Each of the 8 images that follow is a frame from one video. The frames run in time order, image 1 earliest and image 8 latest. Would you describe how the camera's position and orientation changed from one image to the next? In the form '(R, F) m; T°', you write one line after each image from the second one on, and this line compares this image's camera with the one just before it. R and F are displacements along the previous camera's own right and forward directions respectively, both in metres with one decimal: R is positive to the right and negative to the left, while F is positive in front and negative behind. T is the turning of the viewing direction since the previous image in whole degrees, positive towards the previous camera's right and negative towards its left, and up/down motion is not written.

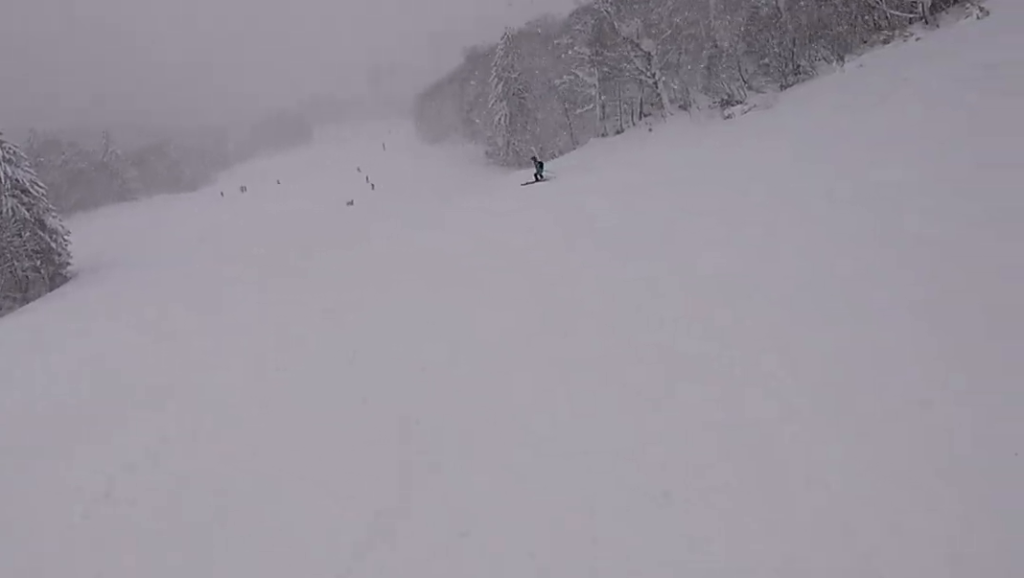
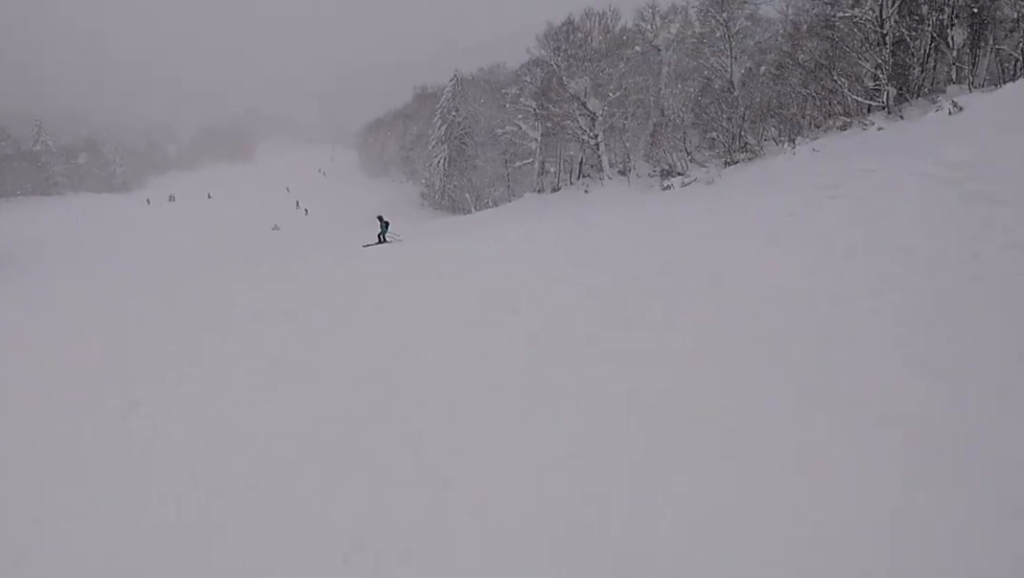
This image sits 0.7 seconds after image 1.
(+0.3, +3.6) m; +4°
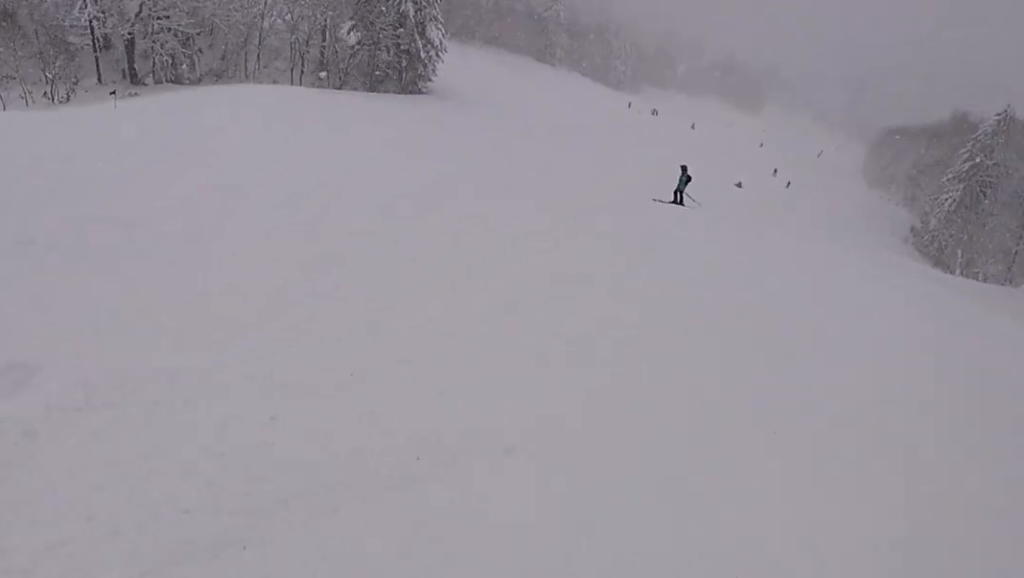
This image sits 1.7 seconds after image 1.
(0.0, +5.7) m; -16°
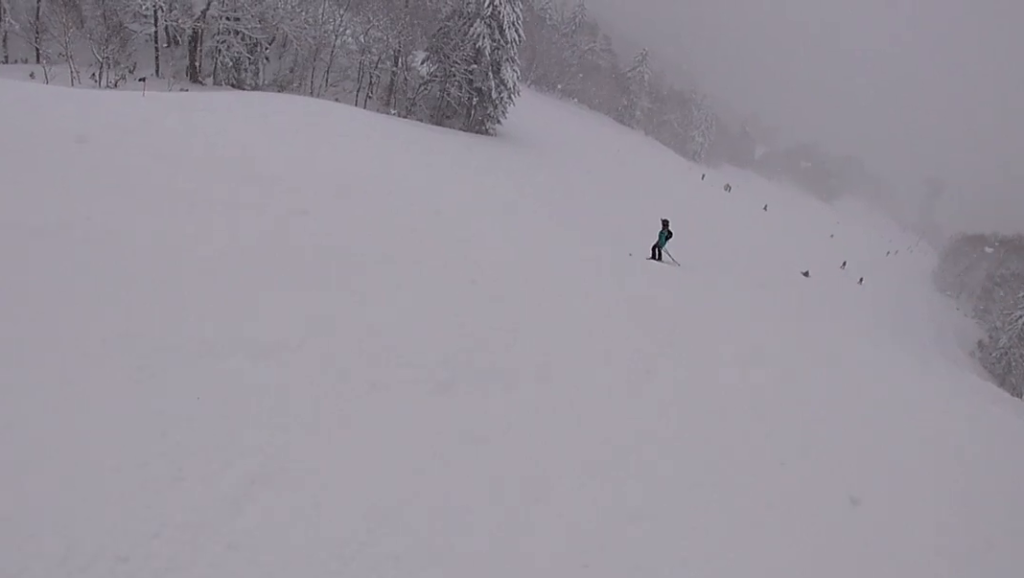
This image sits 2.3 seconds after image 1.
(+0.7, +2.9) m; -19°
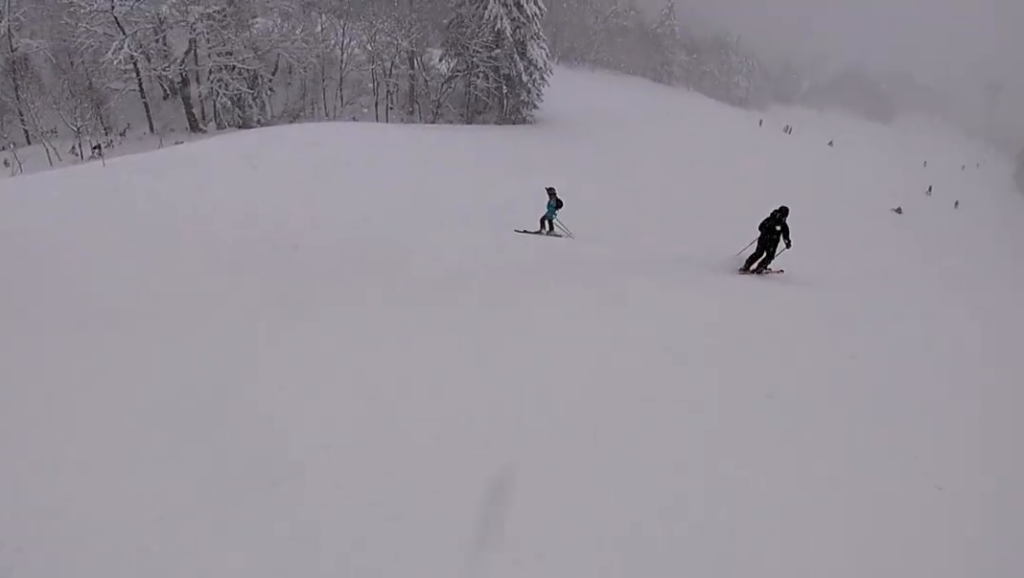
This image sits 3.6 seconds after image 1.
(-2.9, +5.6) m; -7°
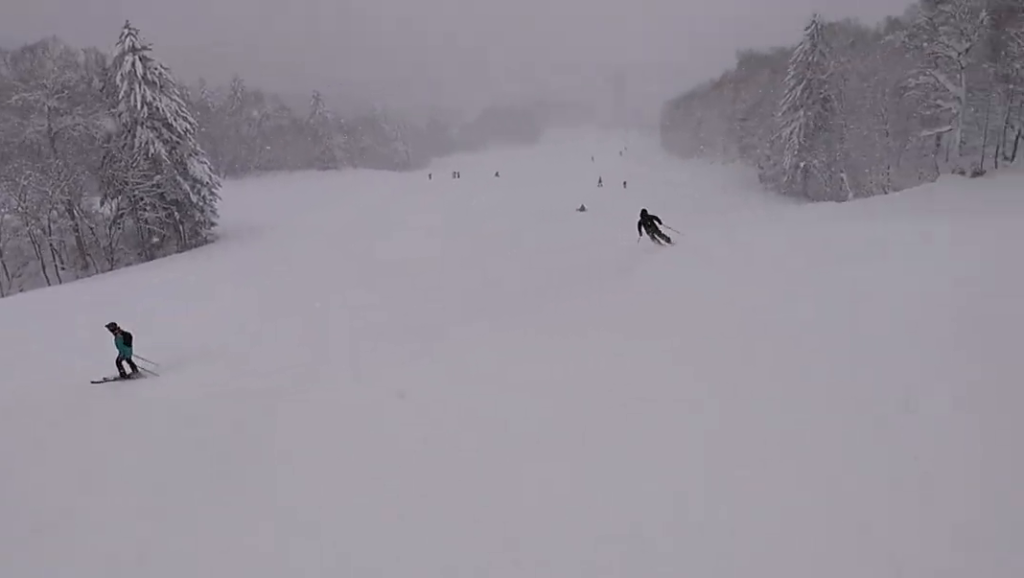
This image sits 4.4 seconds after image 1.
(+0.8, +3.8) m; +27°
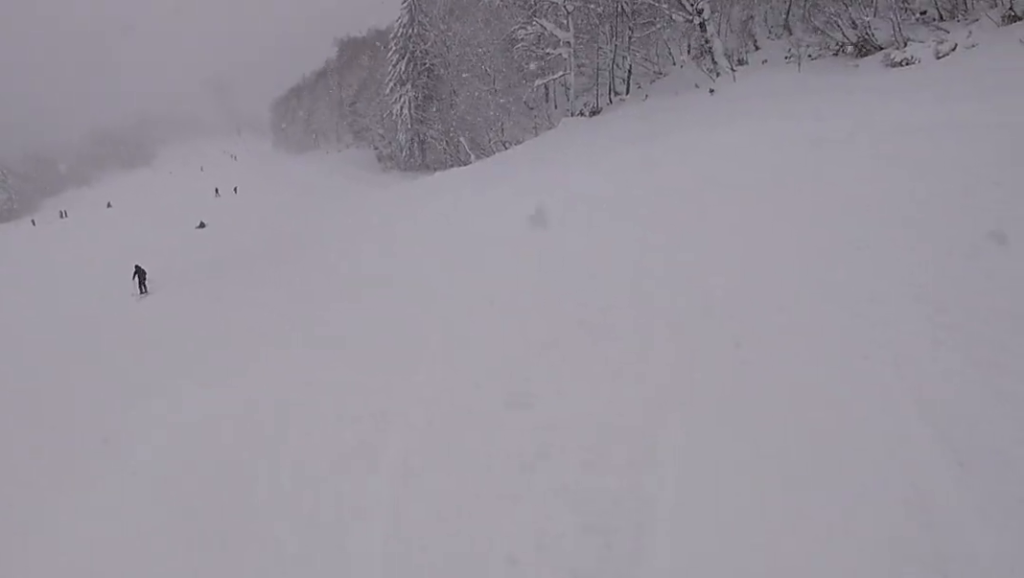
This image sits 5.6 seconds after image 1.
(+1.6, +5.9) m; +18°
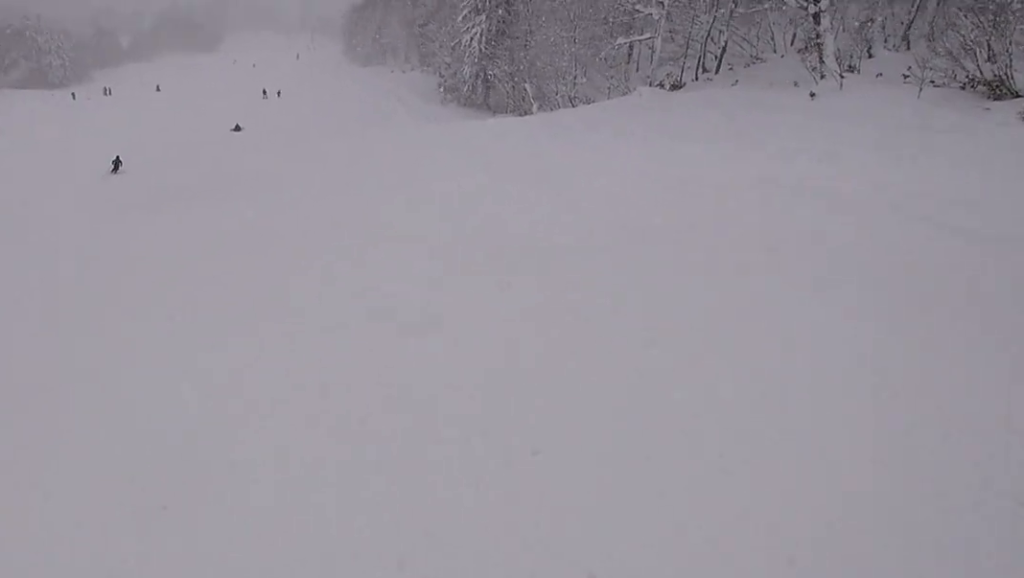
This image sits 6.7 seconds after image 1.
(+0.3, +5.2) m; +9°
